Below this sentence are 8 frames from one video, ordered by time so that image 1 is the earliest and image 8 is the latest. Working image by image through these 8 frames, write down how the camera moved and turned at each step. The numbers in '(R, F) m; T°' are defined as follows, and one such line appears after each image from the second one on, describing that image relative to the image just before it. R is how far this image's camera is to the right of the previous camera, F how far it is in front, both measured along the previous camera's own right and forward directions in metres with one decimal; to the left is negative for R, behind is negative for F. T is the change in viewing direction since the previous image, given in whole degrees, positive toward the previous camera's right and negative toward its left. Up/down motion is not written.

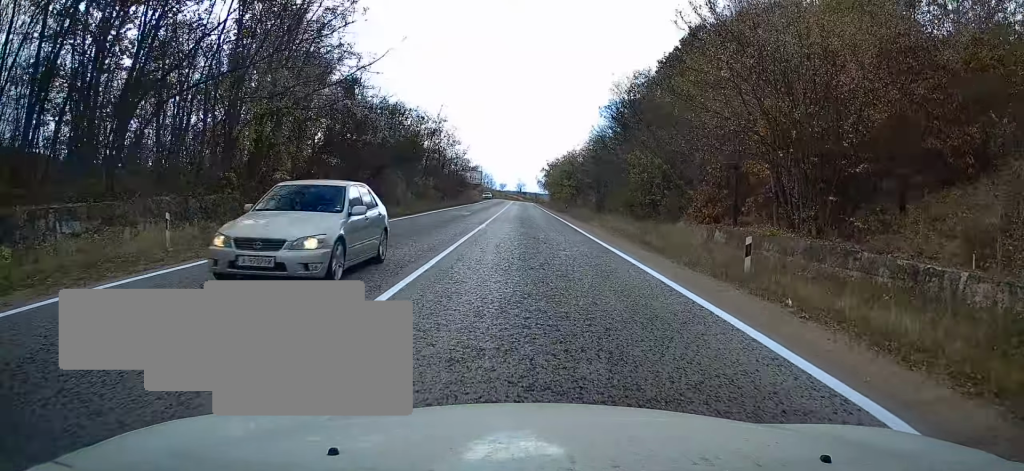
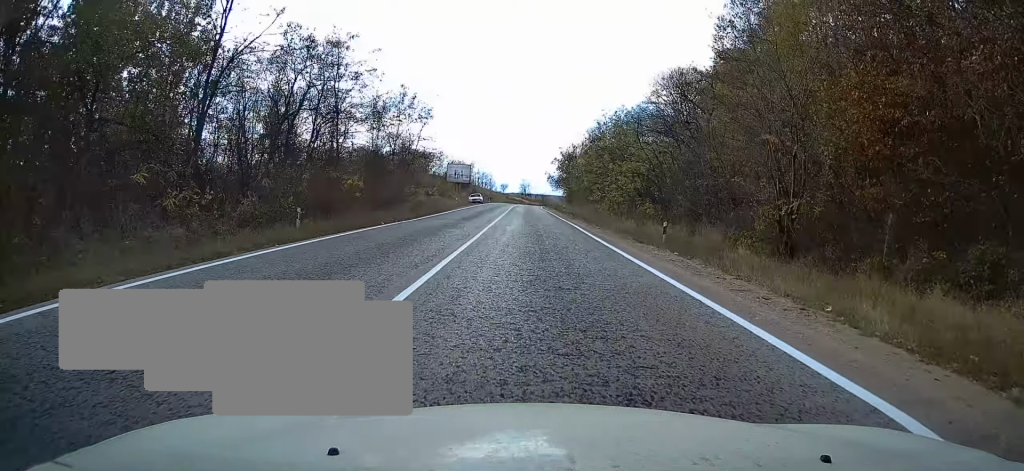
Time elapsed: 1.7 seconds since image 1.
(-1.1, +41.7) m; -2°
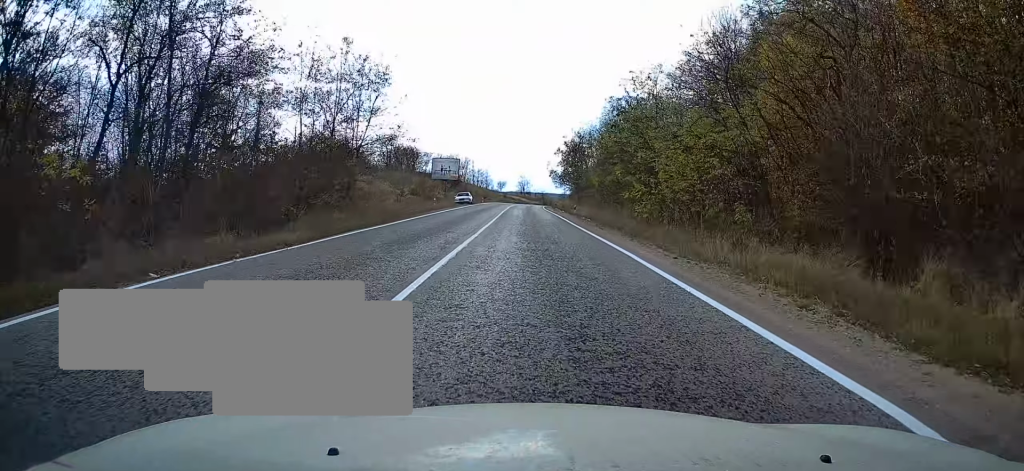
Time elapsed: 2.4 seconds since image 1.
(-0.1, +16.1) m; 0°
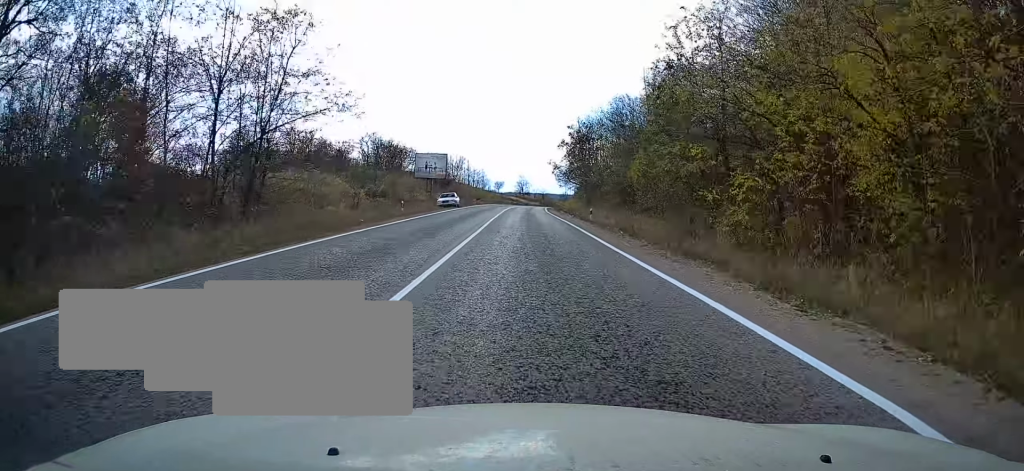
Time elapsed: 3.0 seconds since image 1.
(-0.2, +13.8) m; +1°
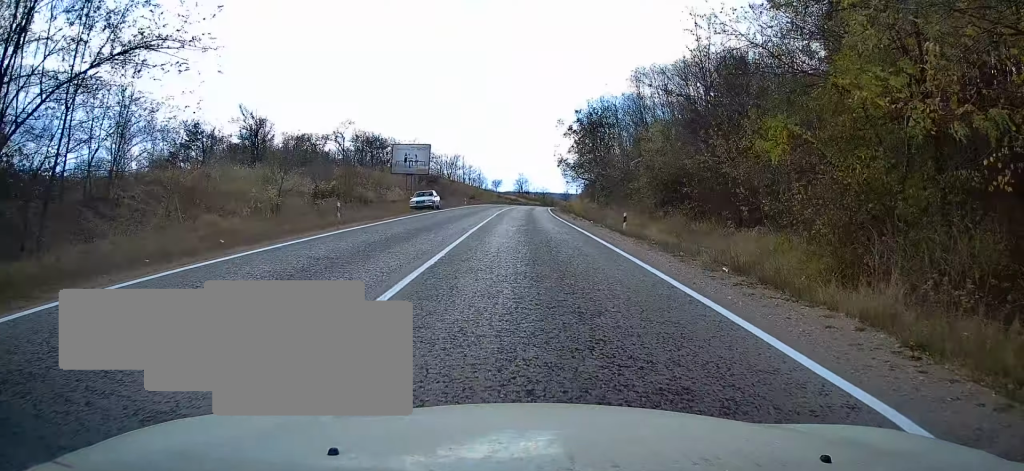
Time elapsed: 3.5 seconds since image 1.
(+0.3, +13.8) m; 0°
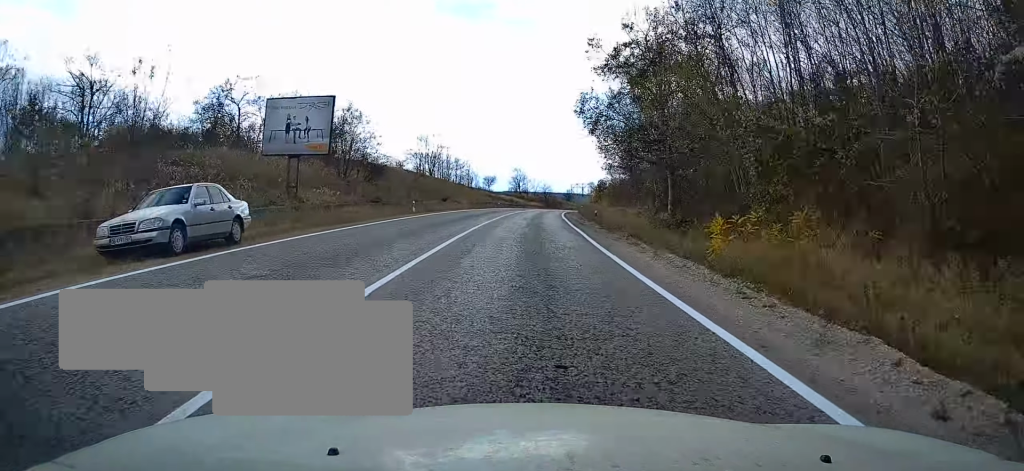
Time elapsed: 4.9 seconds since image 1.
(-0.1, +34.2) m; 0°
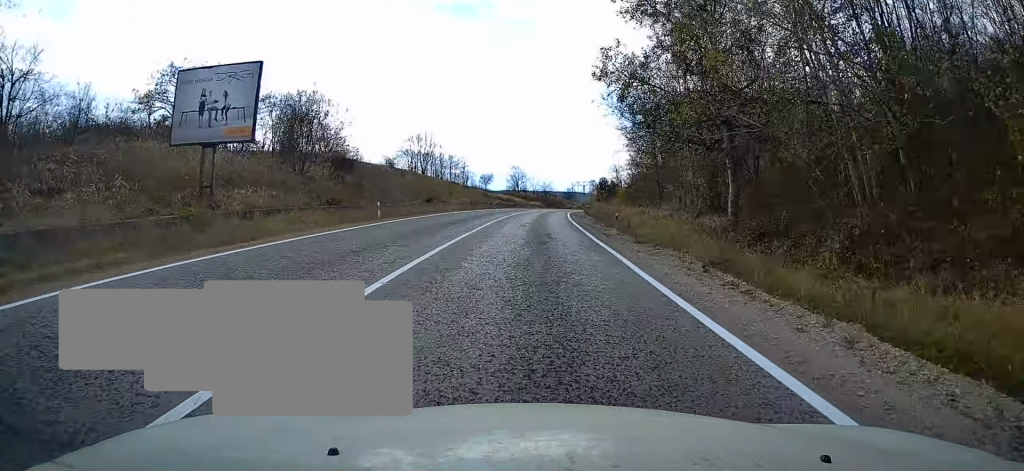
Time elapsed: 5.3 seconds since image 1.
(0.0, +9.8) m; 0°
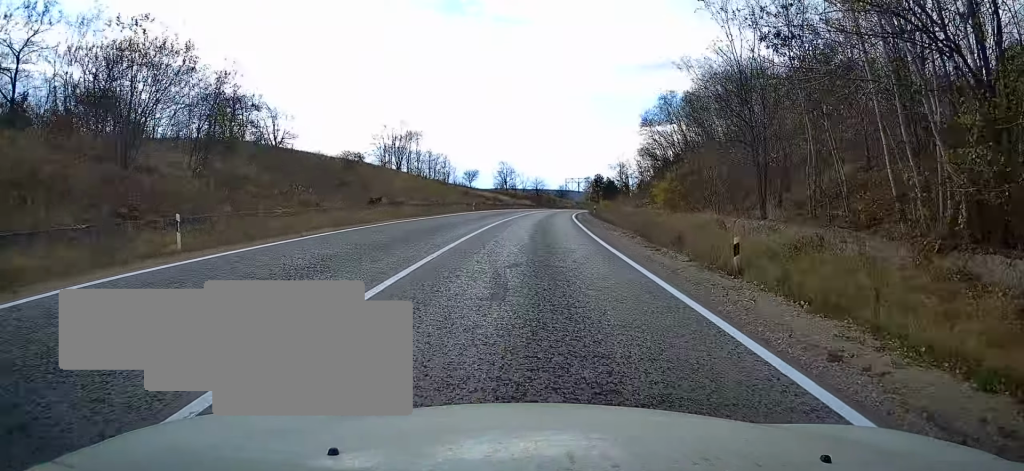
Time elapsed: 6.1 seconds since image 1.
(+0.2, +18.8) m; 0°
